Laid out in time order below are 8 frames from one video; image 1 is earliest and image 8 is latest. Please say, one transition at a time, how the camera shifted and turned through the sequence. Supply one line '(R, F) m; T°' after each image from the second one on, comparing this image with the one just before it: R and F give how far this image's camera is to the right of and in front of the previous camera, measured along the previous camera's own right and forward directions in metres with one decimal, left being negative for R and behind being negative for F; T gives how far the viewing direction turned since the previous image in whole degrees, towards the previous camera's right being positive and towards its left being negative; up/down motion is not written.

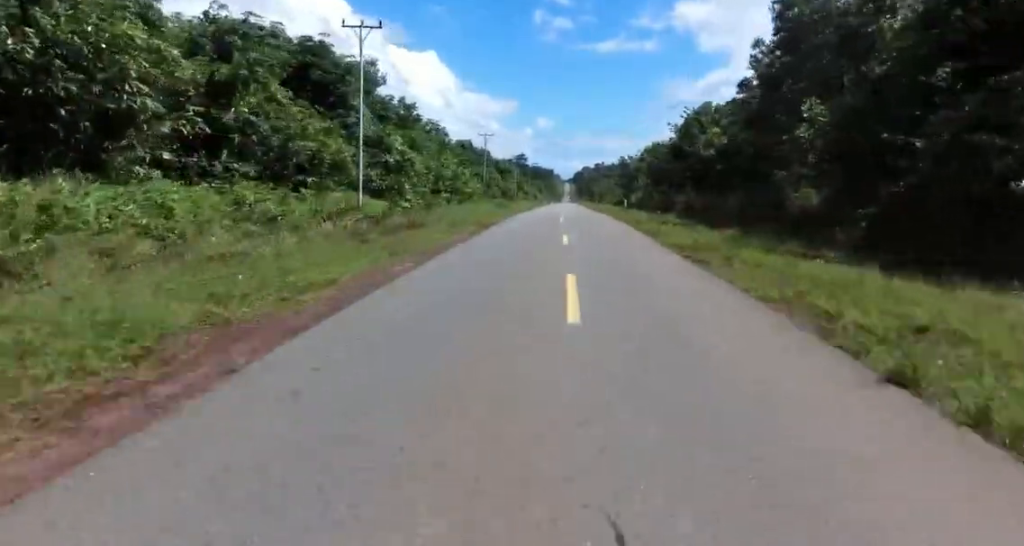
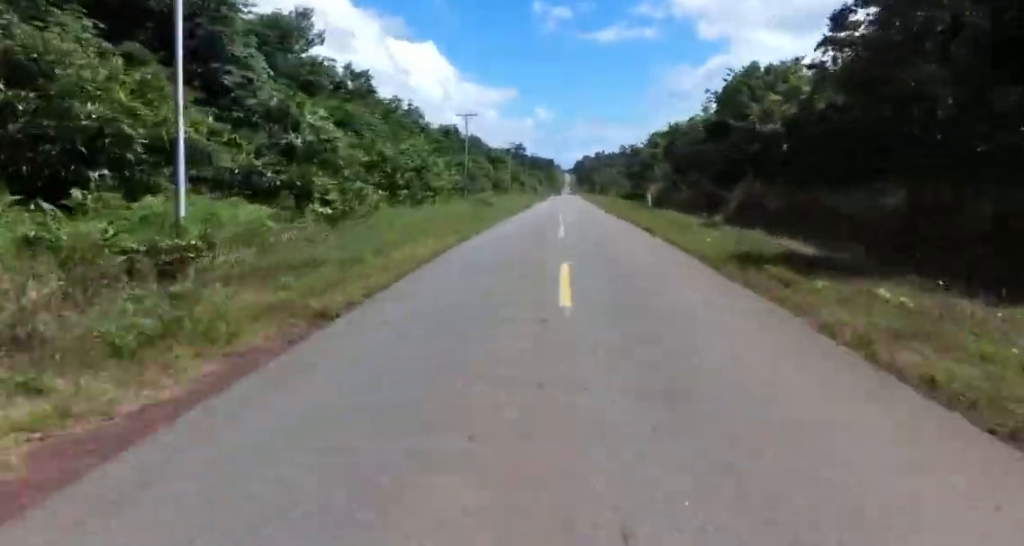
(-0.3, +16.1) m; -1°
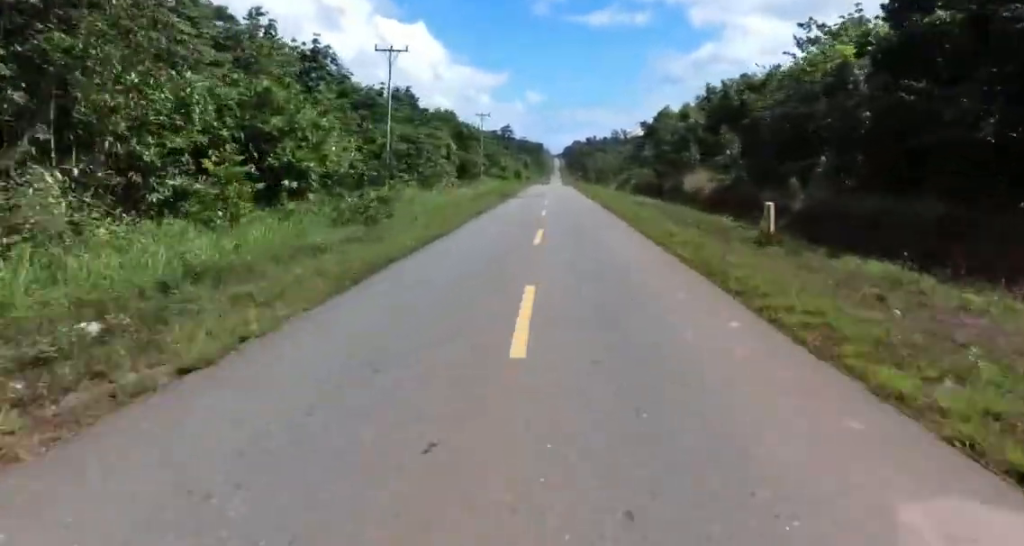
(0.0, +27.7) m; 0°
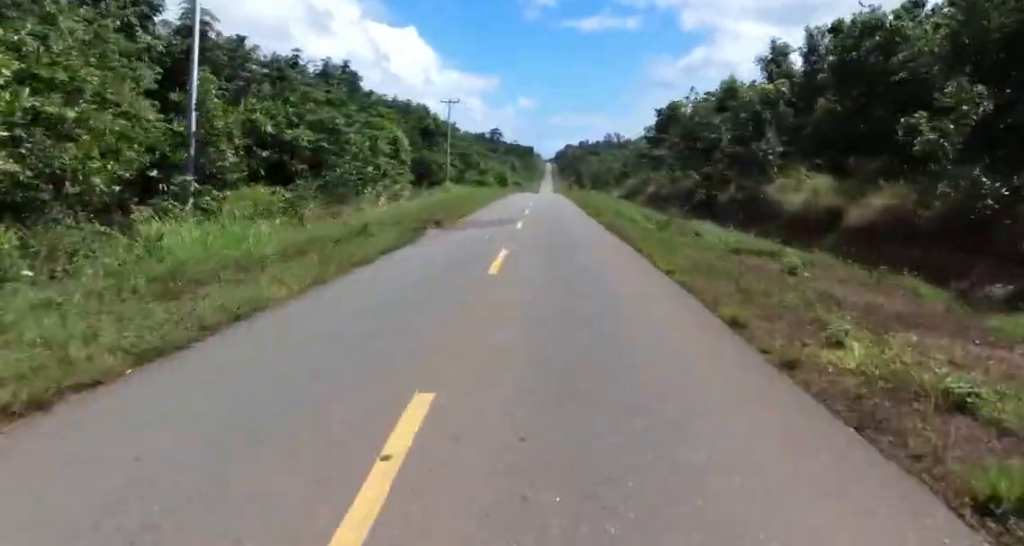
(0.0, +20.8) m; 0°
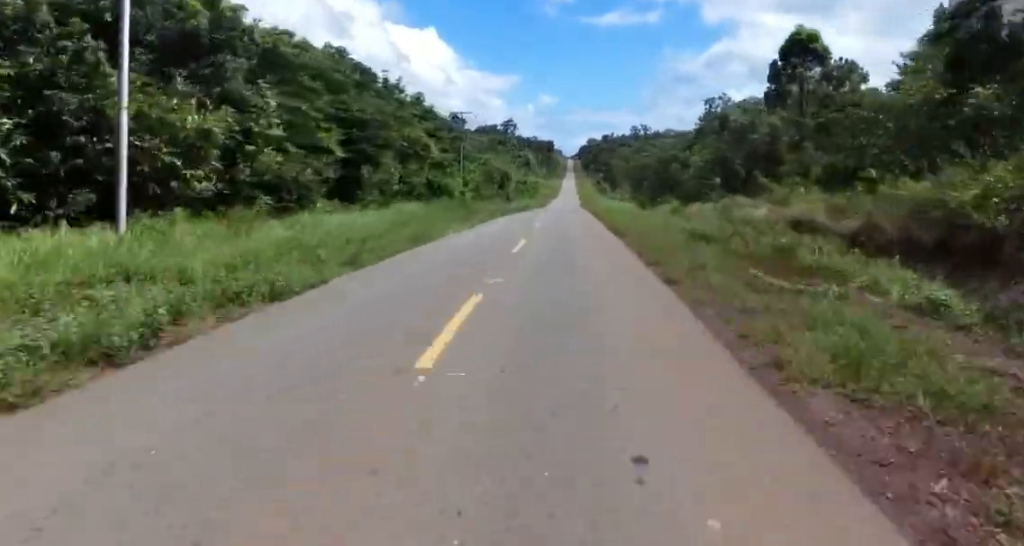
(0.0, +54.3) m; -1°
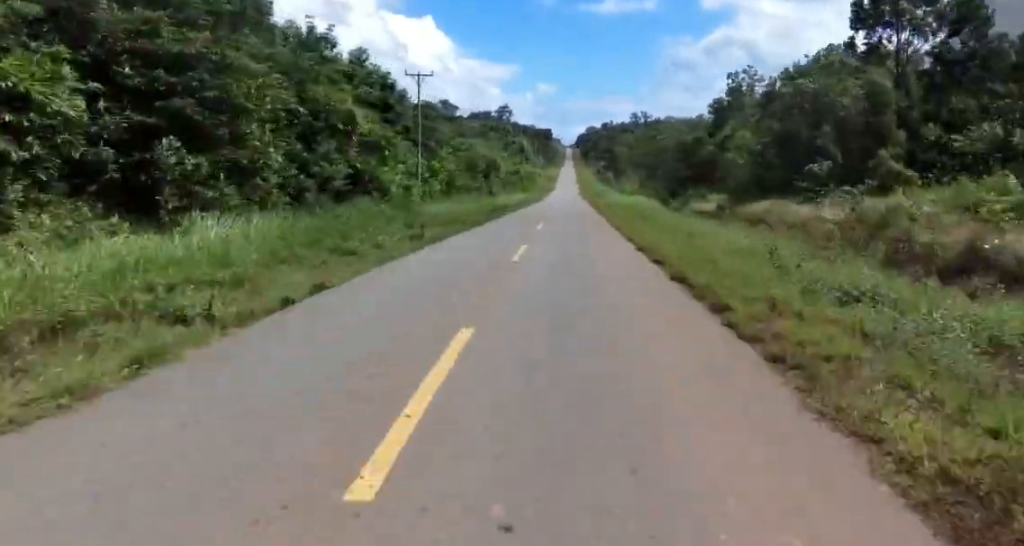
(+0.1, +19.0) m; -1°
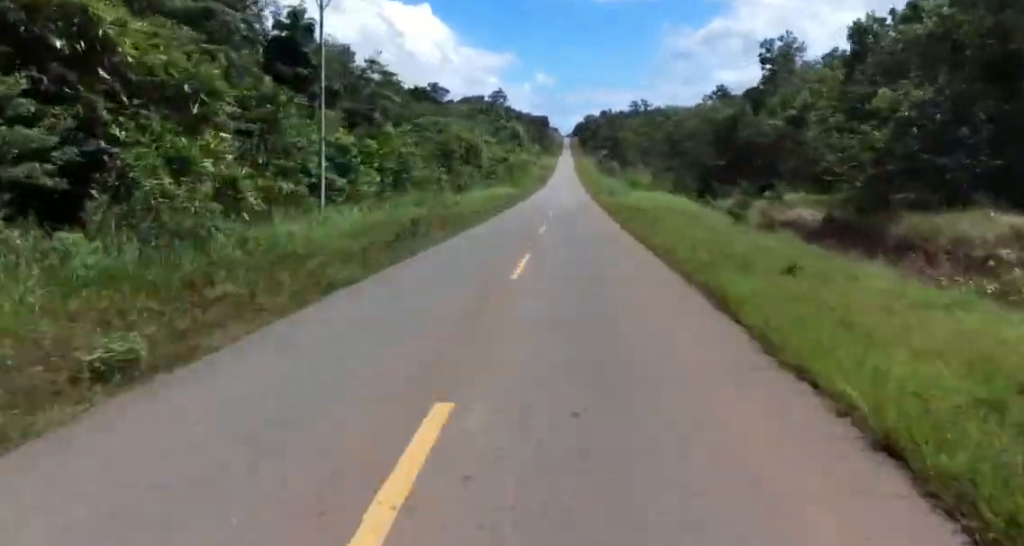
(-0.6, +18.6) m; +2°
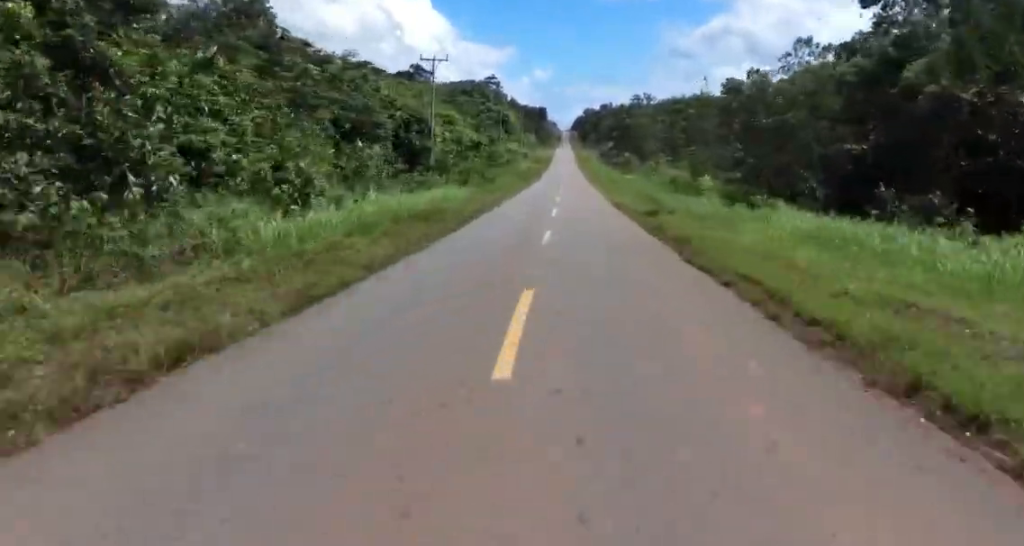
(+1.7, +29.6) m; +2°
